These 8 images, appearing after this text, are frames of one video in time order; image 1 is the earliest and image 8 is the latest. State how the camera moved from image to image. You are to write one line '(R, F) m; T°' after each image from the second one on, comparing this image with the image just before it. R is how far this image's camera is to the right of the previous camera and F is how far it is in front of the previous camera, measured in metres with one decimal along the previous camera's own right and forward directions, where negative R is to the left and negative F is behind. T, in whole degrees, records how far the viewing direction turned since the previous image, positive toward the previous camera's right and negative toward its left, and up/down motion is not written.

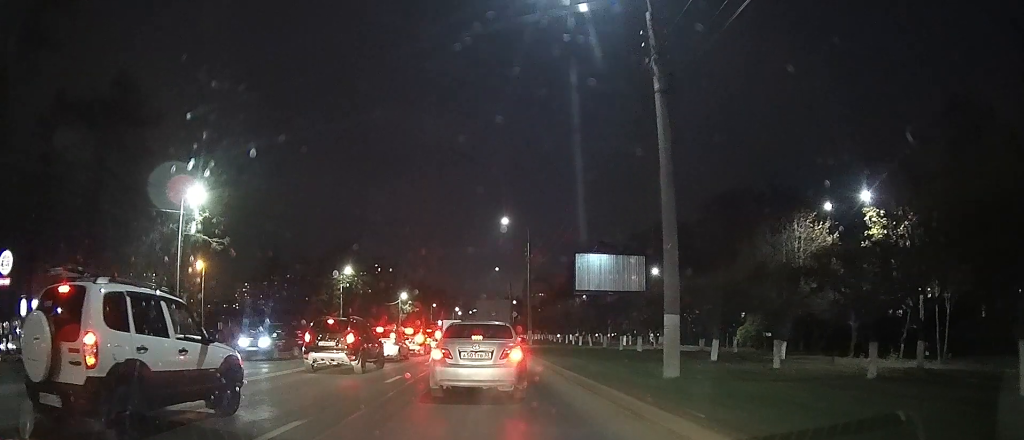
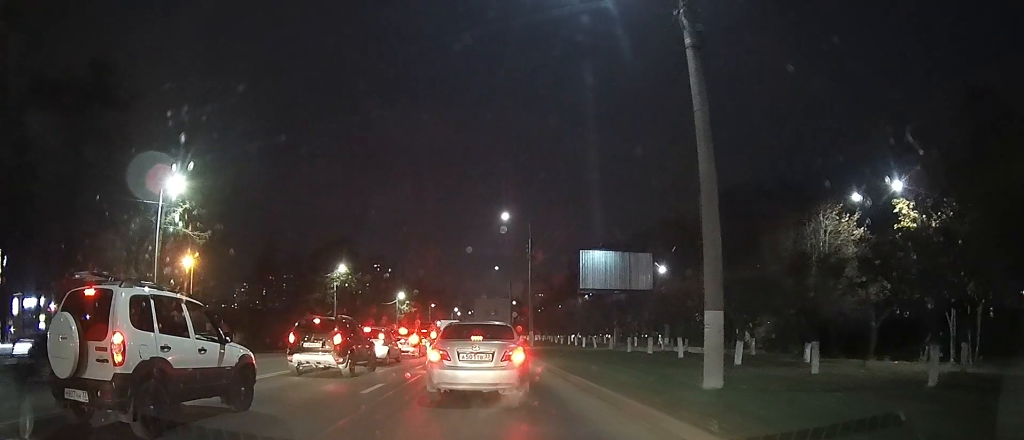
(0.0, +1.6) m; 0°
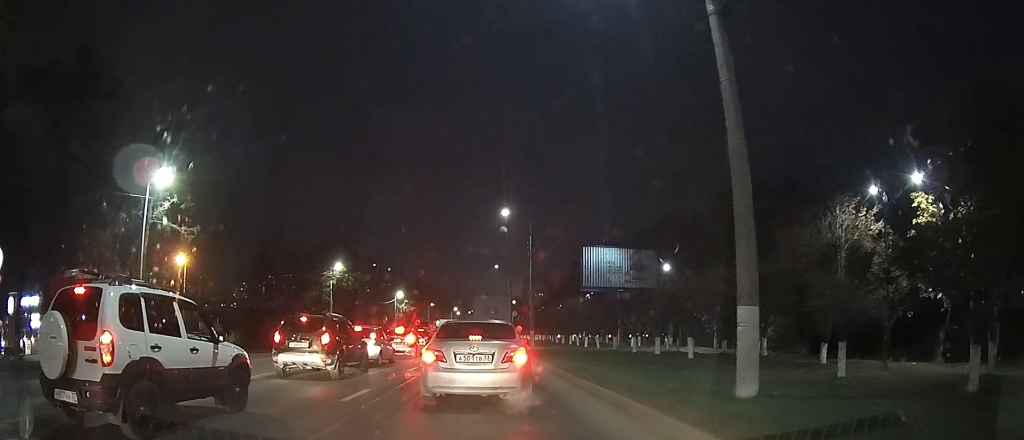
(0.0, +0.9) m; 0°
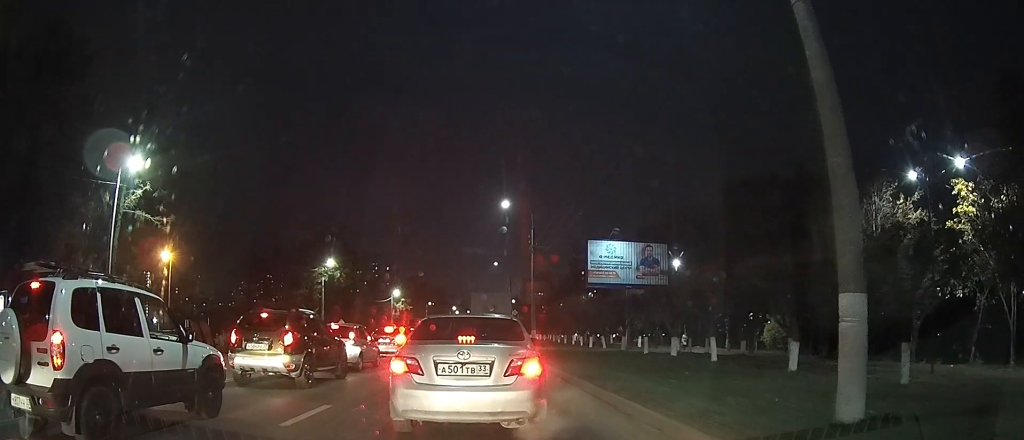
(0.0, +2.3) m; -2°
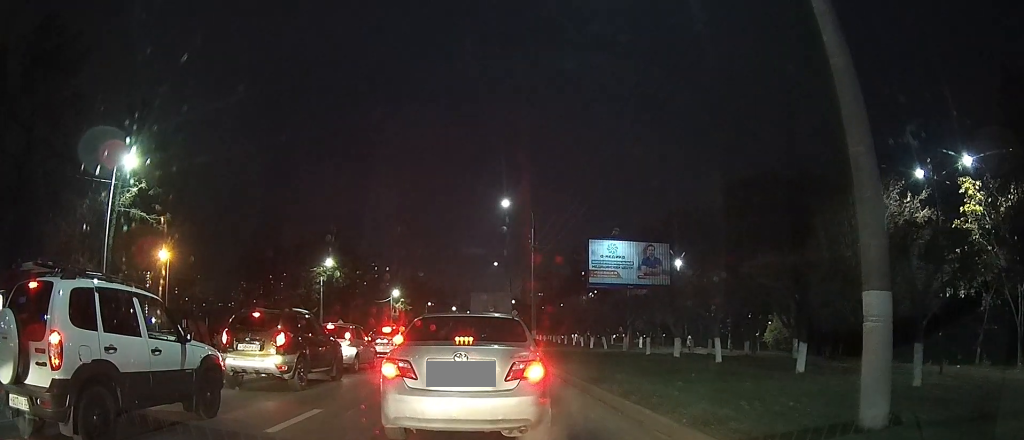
(0.0, +0.8) m; 0°
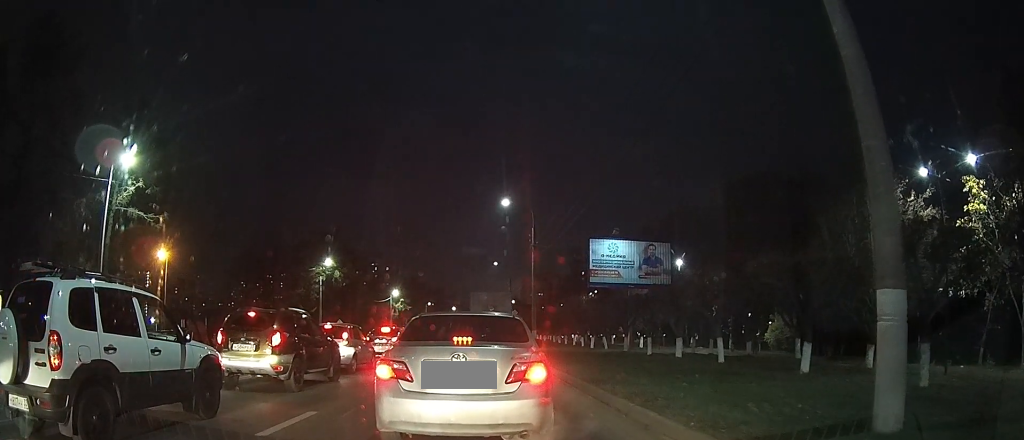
(-0.1, +0.5) m; 0°
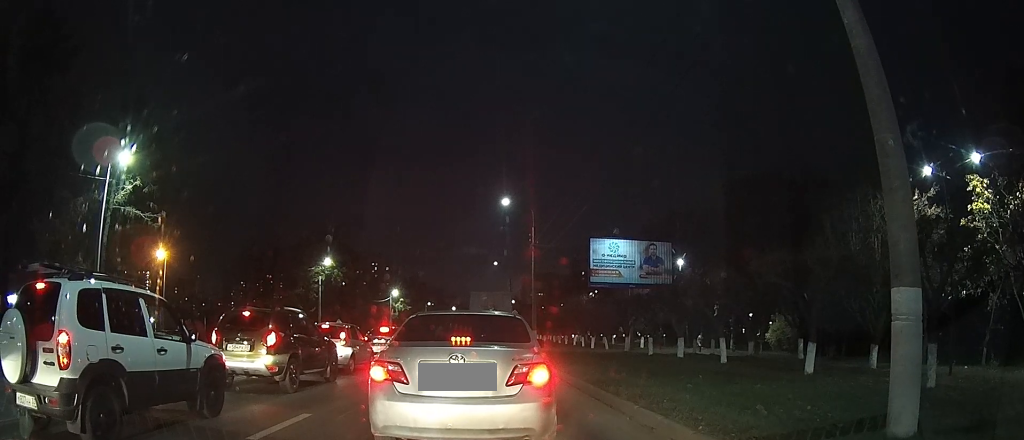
(-0.2, +0.9) m; 0°
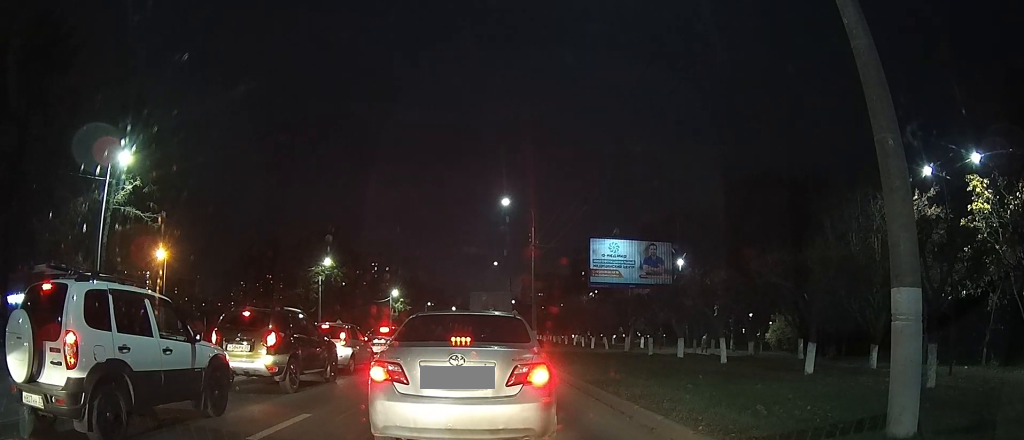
(-0.2, +0.6) m; 0°
